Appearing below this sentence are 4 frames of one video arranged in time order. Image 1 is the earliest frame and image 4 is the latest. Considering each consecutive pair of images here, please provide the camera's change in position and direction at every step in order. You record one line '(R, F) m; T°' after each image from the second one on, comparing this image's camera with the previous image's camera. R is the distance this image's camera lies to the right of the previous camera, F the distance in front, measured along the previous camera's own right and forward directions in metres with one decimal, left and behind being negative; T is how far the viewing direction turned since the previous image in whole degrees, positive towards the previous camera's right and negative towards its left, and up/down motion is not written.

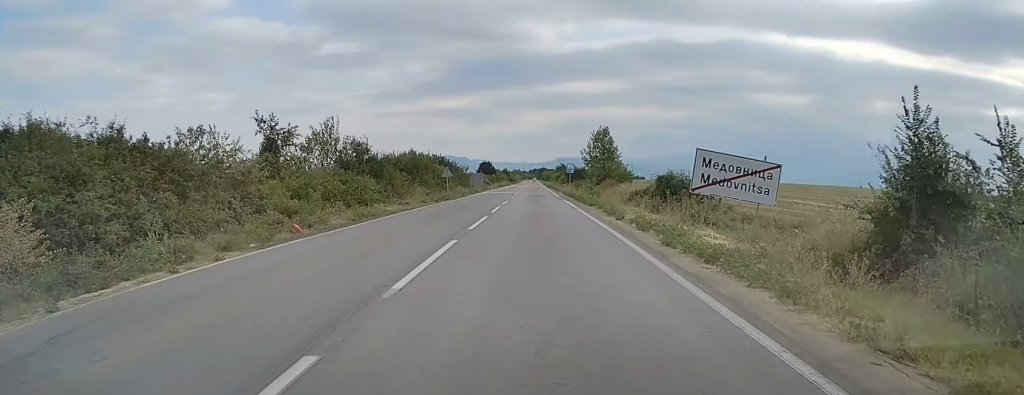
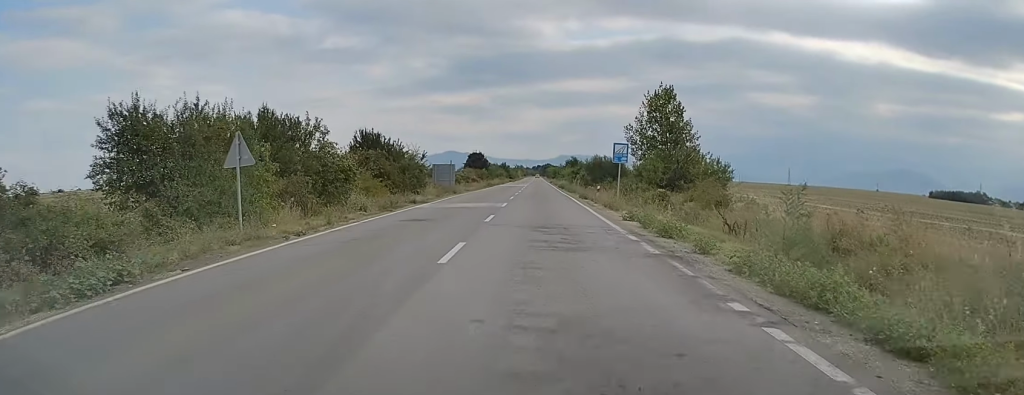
(-0.5, +39.6) m; -1°
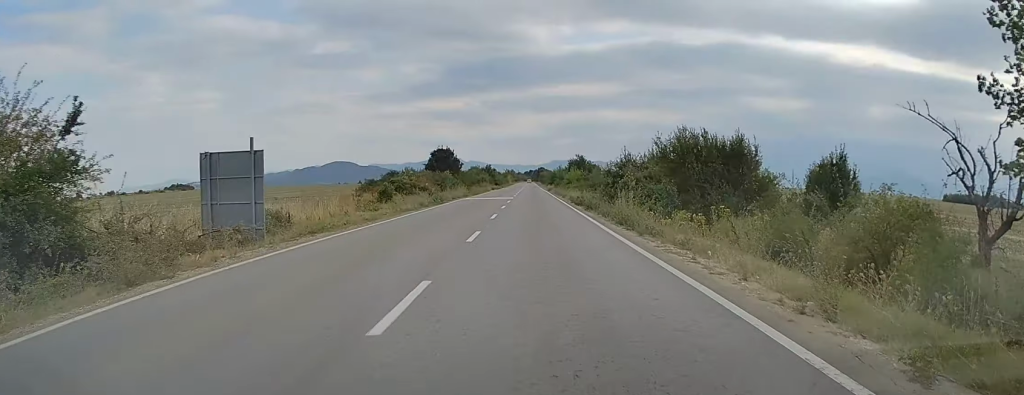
(+0.4, +41.2) m; 0°
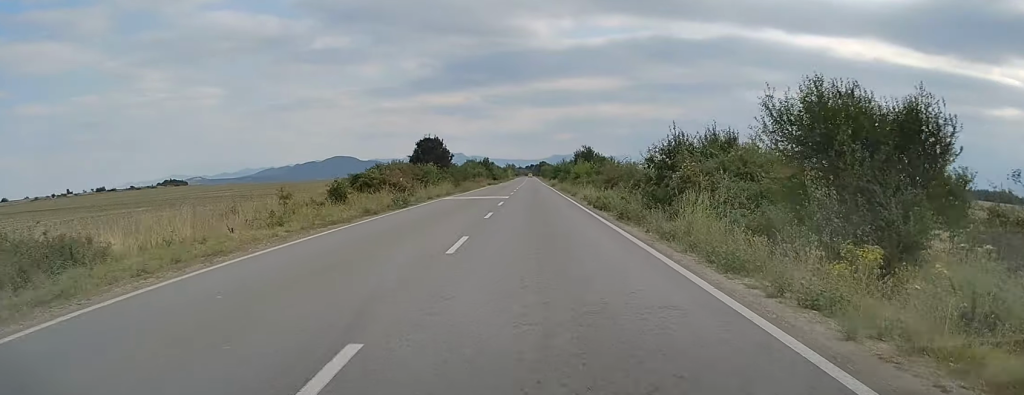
(-0.1, +12.5) m; 0°
